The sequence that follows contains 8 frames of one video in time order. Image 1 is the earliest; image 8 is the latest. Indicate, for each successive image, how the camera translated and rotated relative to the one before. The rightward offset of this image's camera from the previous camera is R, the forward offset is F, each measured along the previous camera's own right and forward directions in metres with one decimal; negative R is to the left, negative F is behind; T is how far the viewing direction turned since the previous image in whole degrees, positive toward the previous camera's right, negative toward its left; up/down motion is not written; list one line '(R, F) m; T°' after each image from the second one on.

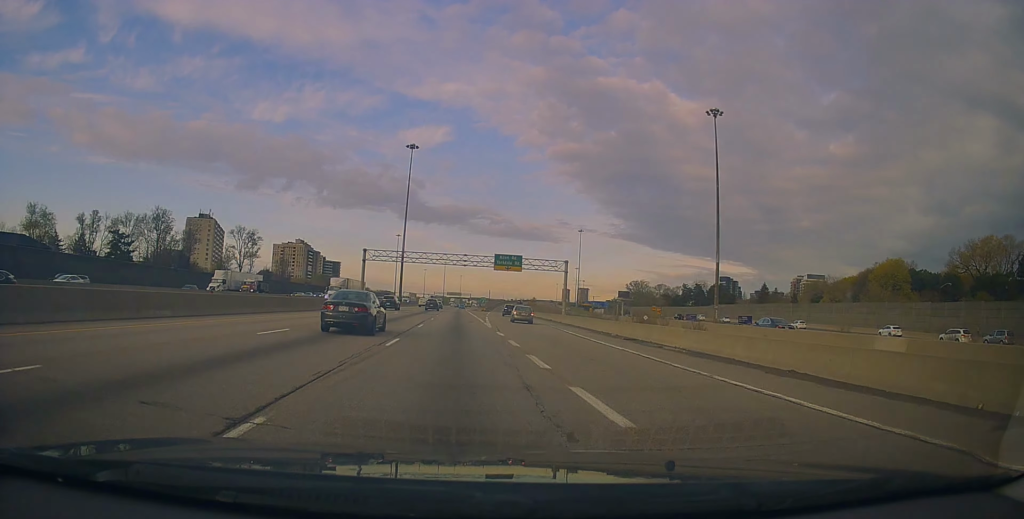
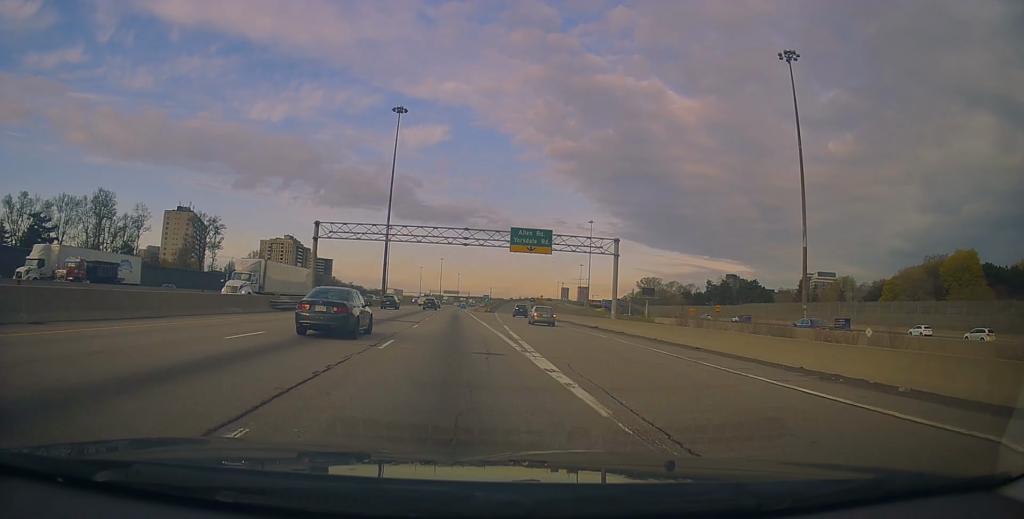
(-0.1, +25.0) m; 0°
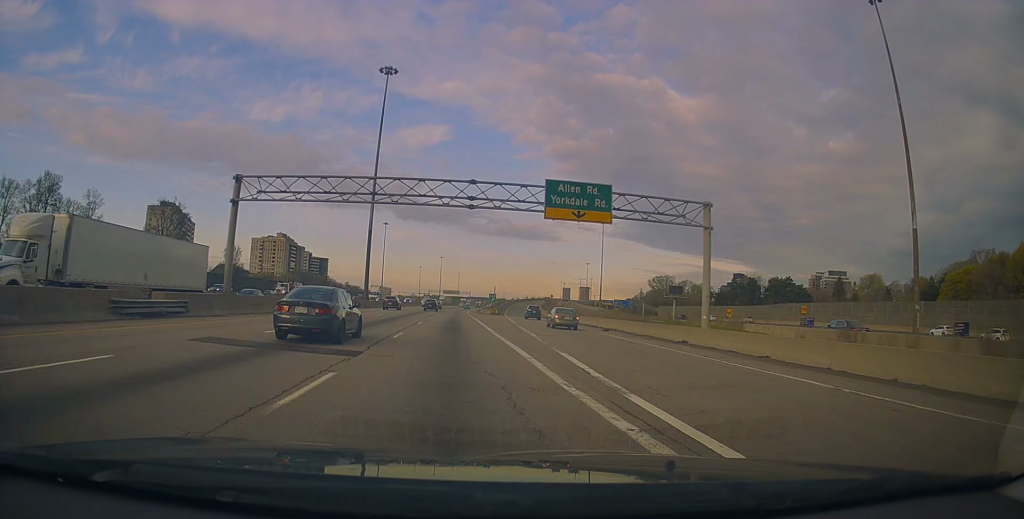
(+0.1, +19.7) m; 0°
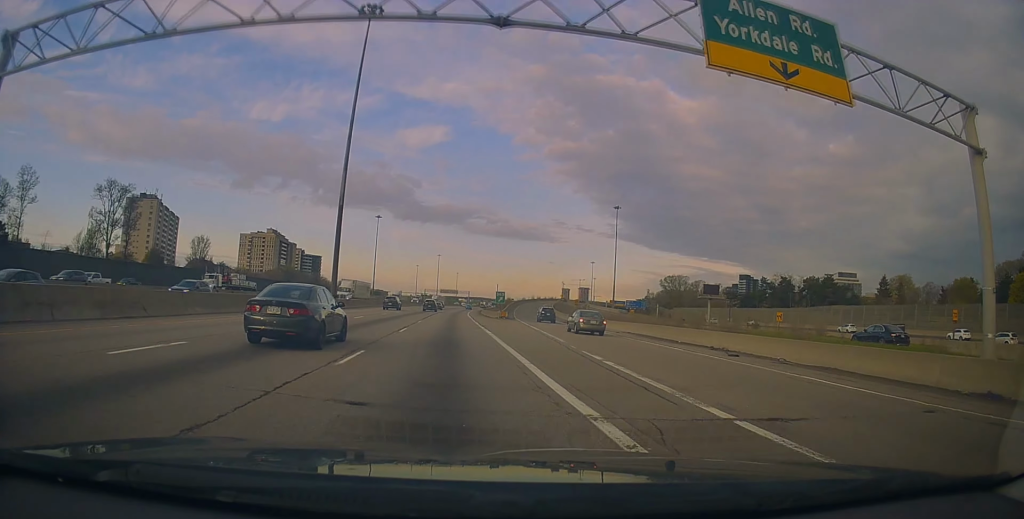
(+0.1, +19.8) m; 0°
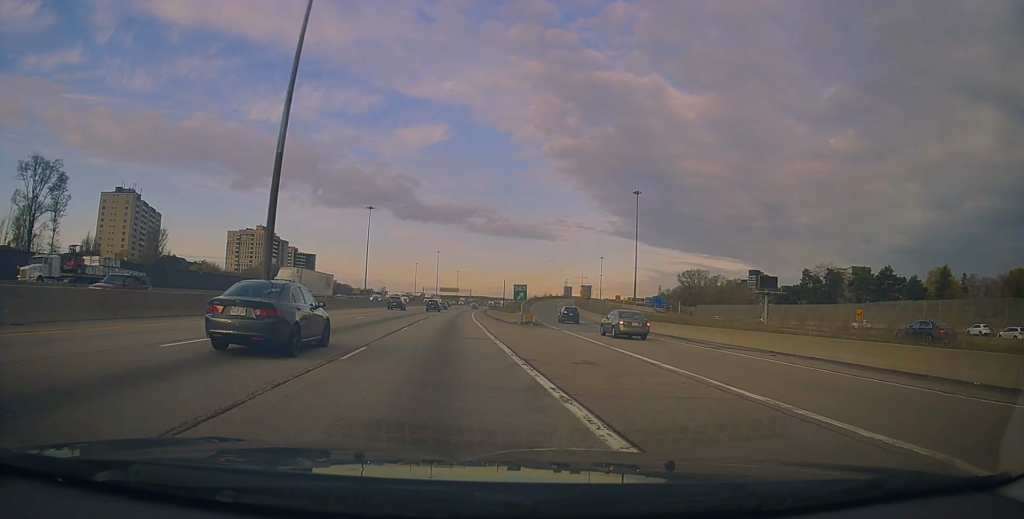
(+0.1, +22.8) m; 0°
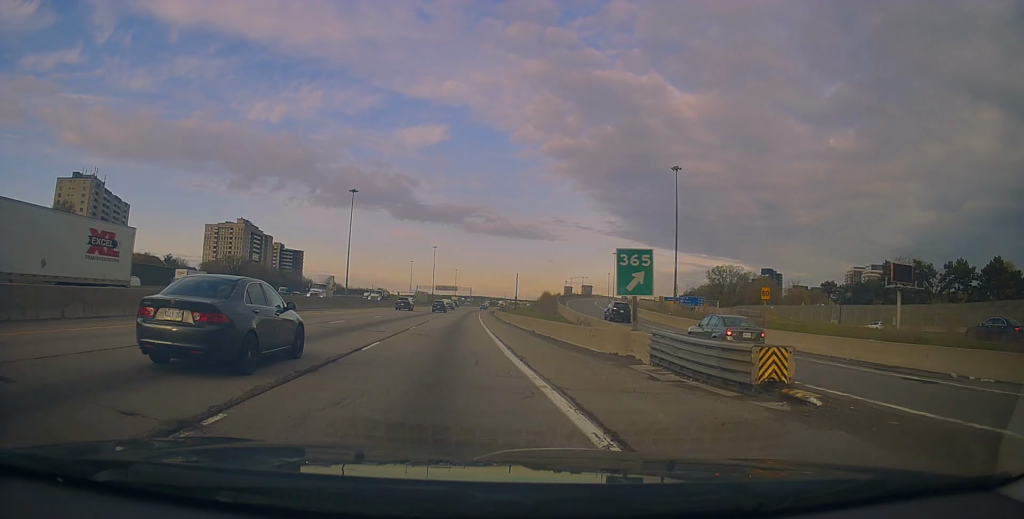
(0.0, +32.6) m; 0°
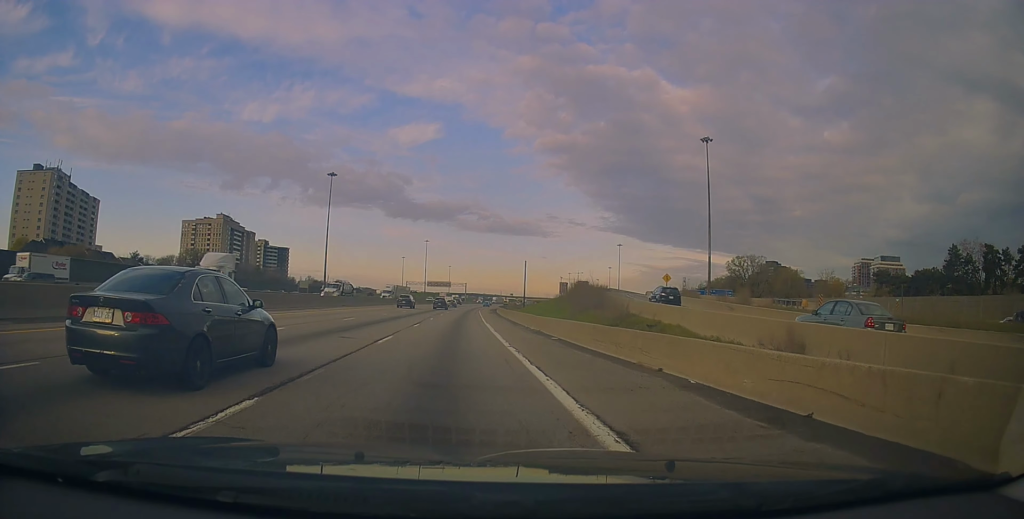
(0.0, +22.4) m; 0°
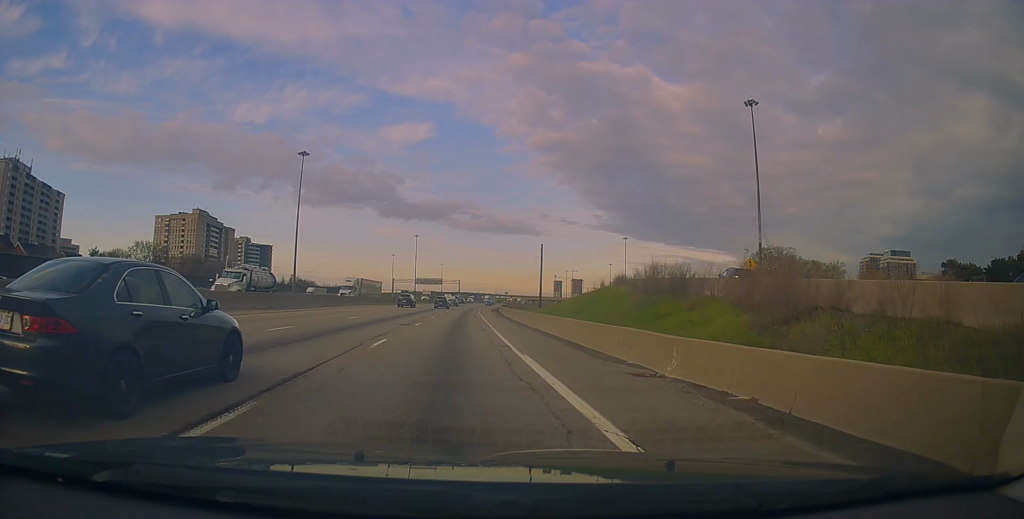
(-0.2, +24.1) m; 0°
